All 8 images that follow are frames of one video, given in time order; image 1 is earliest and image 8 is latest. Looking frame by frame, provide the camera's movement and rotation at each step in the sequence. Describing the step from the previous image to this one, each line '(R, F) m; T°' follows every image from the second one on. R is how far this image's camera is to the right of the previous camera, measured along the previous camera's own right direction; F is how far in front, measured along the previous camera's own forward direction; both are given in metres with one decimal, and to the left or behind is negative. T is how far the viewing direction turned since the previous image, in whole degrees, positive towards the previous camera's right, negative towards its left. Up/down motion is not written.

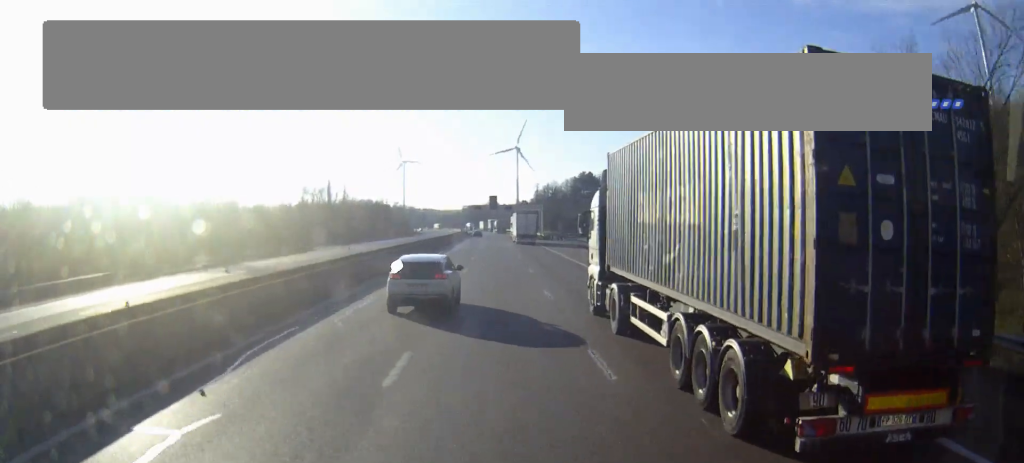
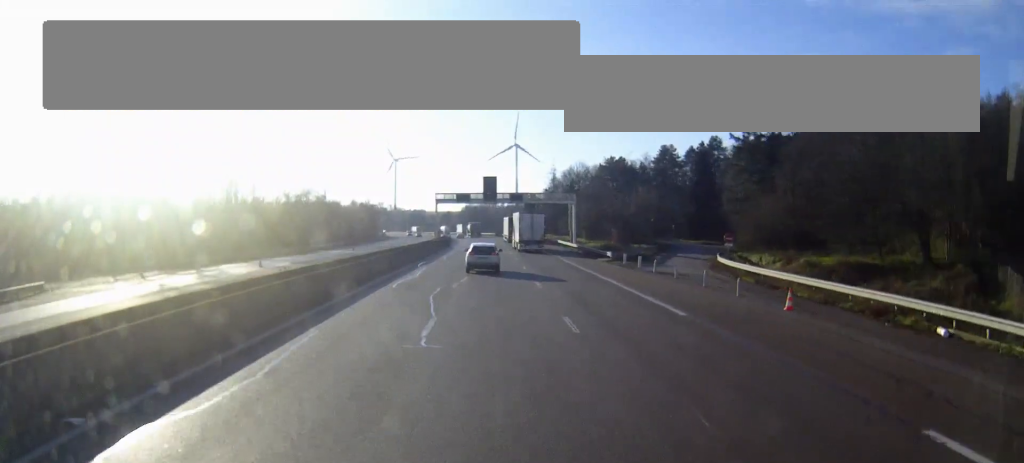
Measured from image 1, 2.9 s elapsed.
(+0.2, +72.4) m; 0°
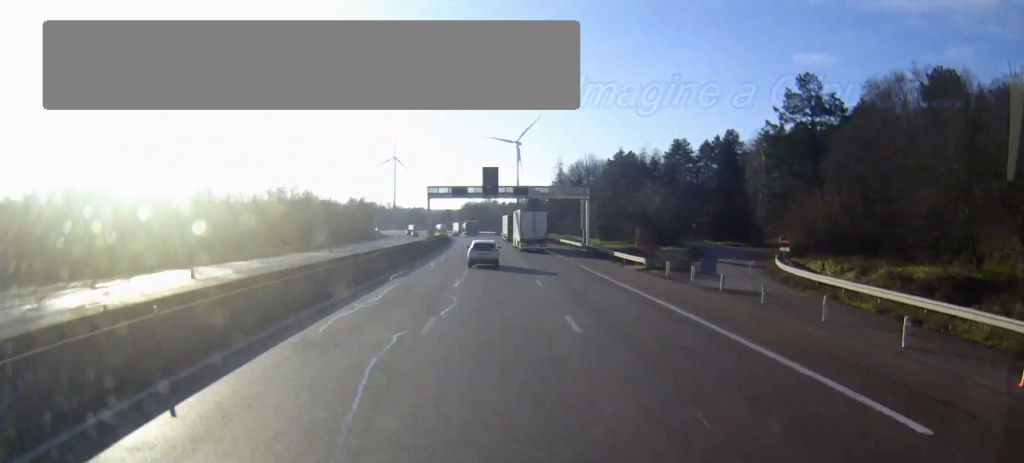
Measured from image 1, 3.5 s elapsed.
(0.0, +13.2) m; 0°
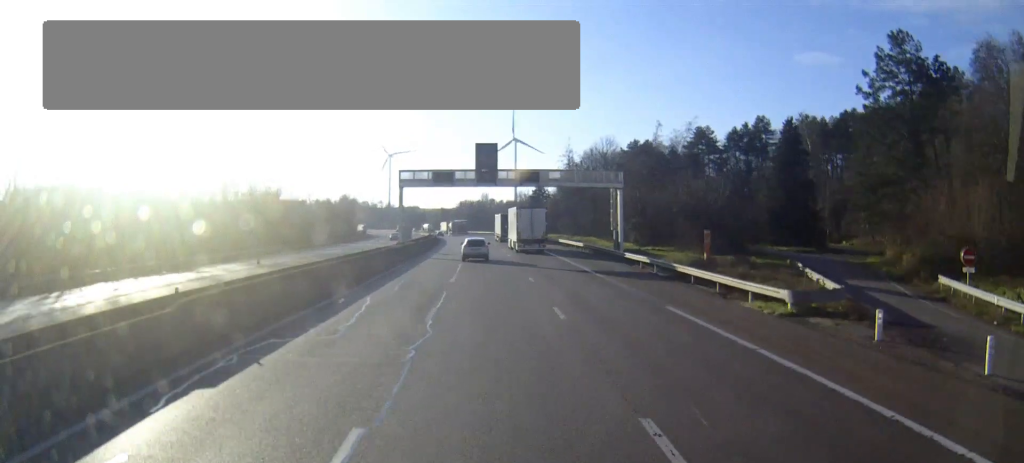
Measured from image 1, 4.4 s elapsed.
(-0.1, +23.9) m; 0°
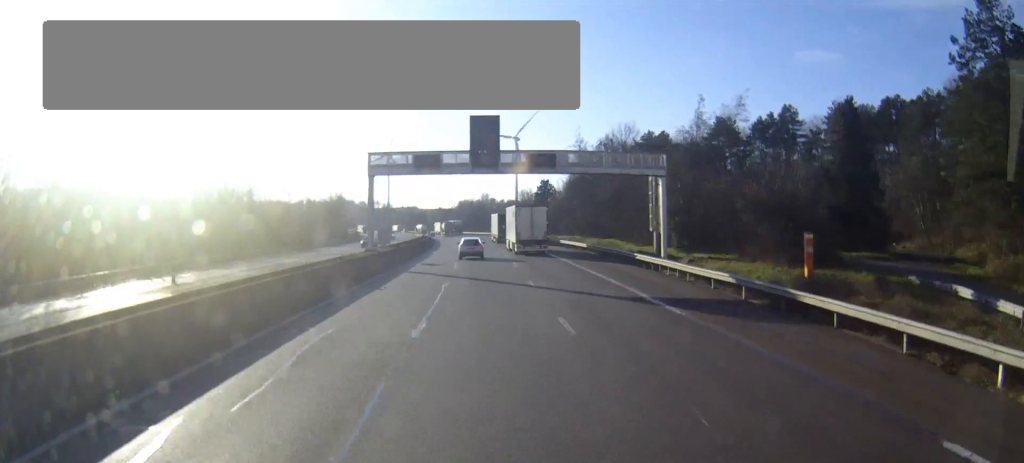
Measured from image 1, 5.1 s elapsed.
(0.0, +15.6) m; 0°
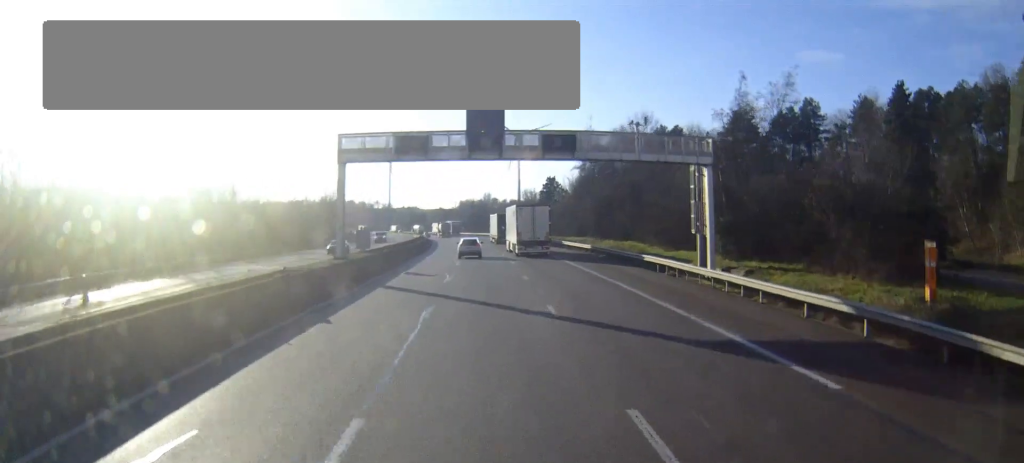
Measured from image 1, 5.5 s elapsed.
(0.0, +9.8) m; 0°
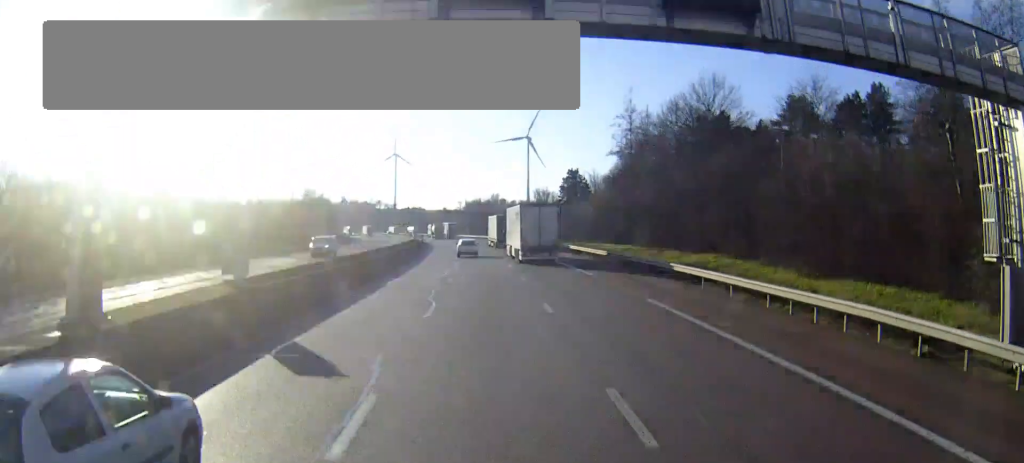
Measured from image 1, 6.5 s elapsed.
(-0.1, +24.7) m; -1°
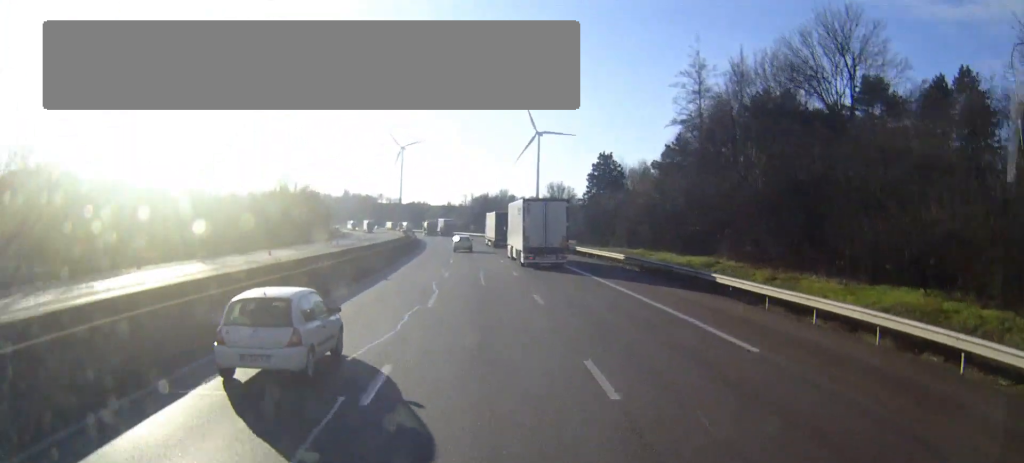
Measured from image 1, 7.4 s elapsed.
(-0.2, +23.9) m; -1°
